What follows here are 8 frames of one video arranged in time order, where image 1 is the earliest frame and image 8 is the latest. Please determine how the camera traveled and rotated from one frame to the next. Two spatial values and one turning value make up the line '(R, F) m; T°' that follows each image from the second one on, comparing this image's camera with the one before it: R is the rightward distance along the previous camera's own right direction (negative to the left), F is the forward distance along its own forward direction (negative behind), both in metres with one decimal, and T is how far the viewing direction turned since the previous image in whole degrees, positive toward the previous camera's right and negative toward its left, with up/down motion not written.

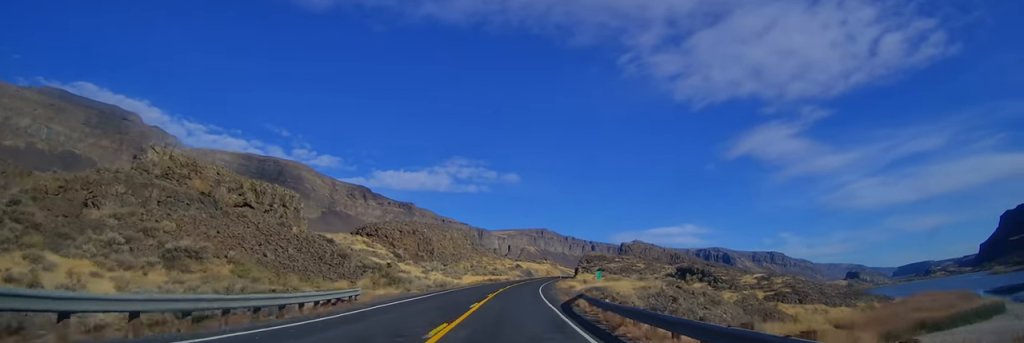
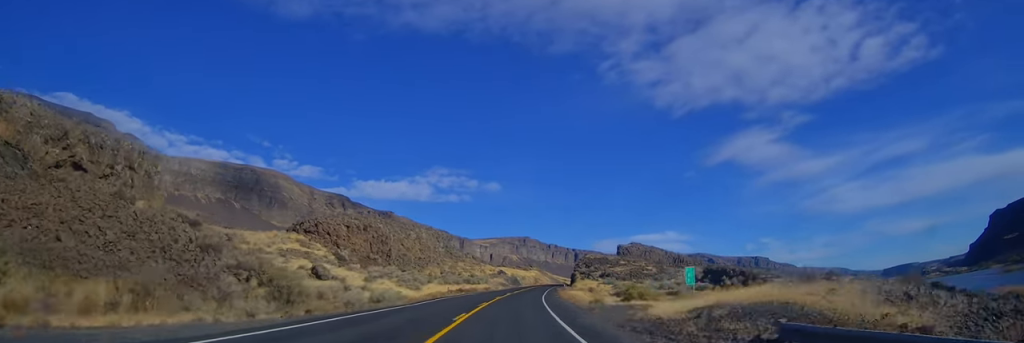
(+1.1, +29.7) m; +1°
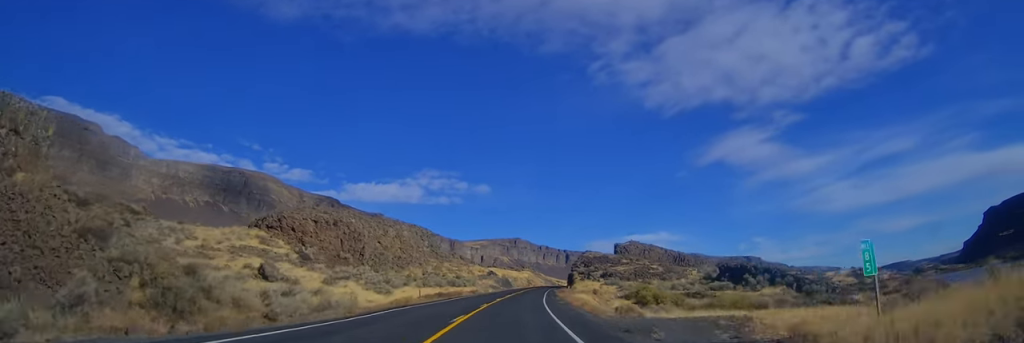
(+0.2, +12.4) m; 0°
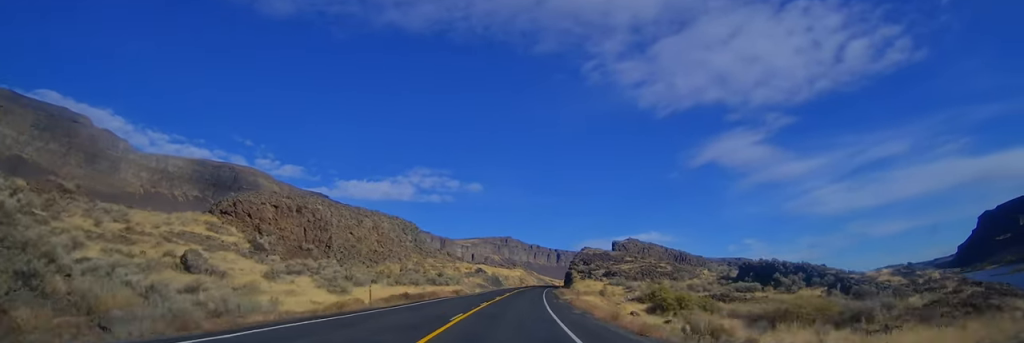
(-0.5, +12.3) m; 0°
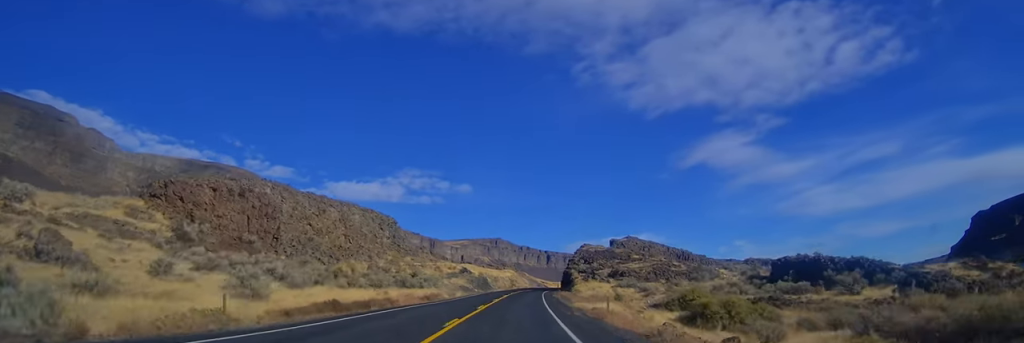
(-0.4, +14.2) m; +1°
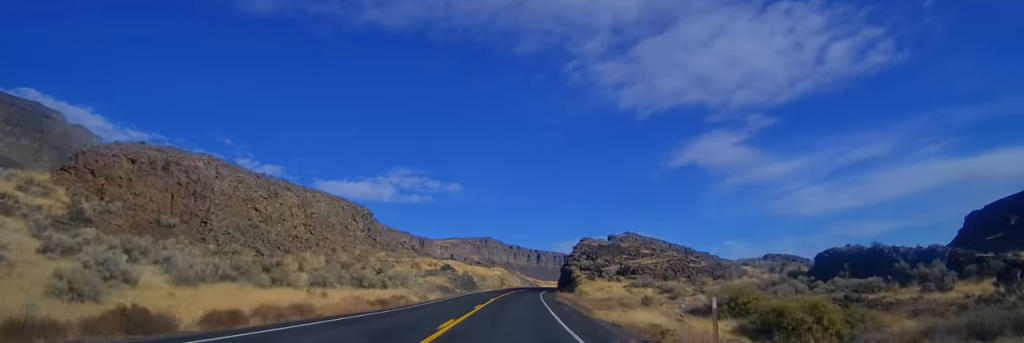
(+0.6, +13.2) m; +2°
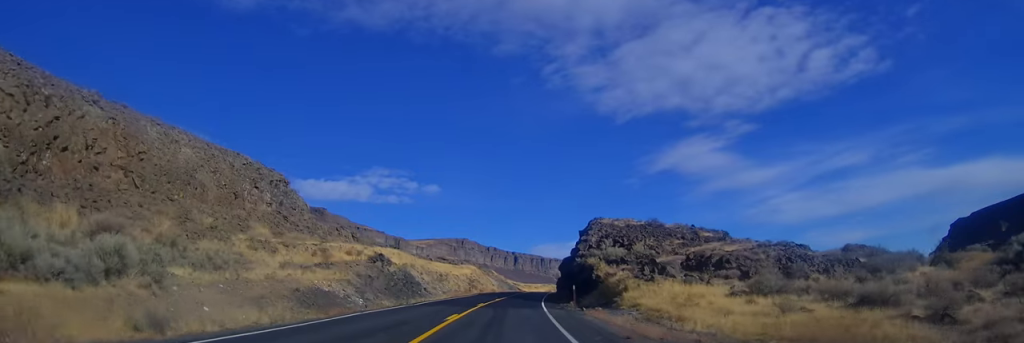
(+1.0, +33.0) m; +4°
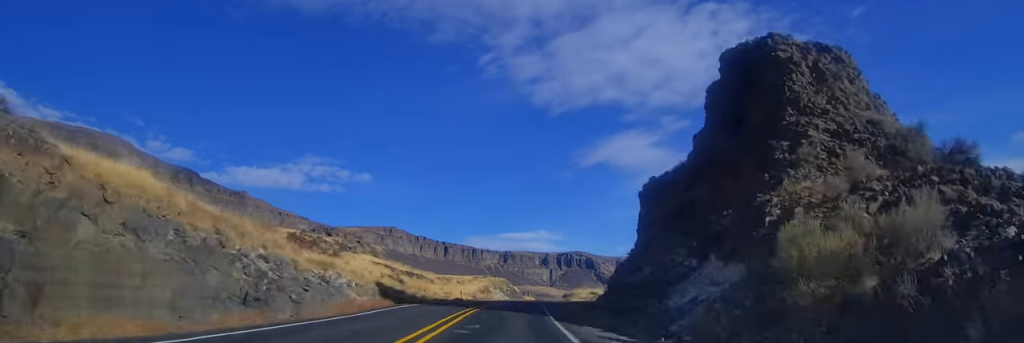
(+6.1, +100.0) m; +6°
